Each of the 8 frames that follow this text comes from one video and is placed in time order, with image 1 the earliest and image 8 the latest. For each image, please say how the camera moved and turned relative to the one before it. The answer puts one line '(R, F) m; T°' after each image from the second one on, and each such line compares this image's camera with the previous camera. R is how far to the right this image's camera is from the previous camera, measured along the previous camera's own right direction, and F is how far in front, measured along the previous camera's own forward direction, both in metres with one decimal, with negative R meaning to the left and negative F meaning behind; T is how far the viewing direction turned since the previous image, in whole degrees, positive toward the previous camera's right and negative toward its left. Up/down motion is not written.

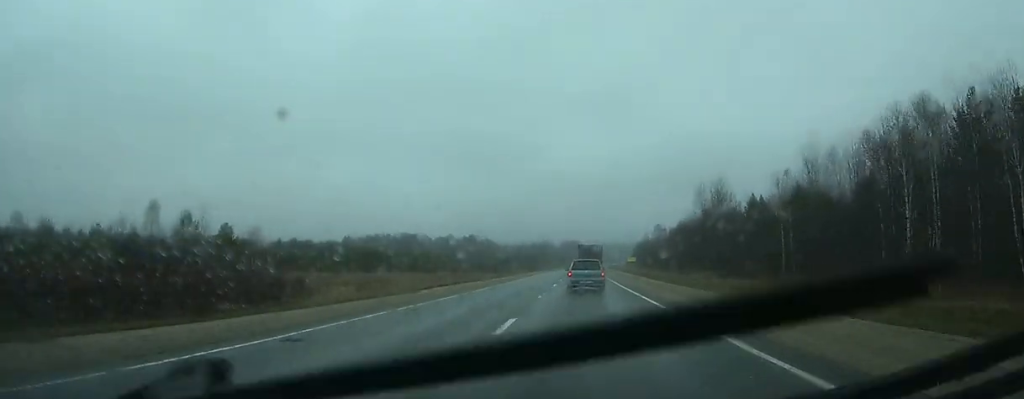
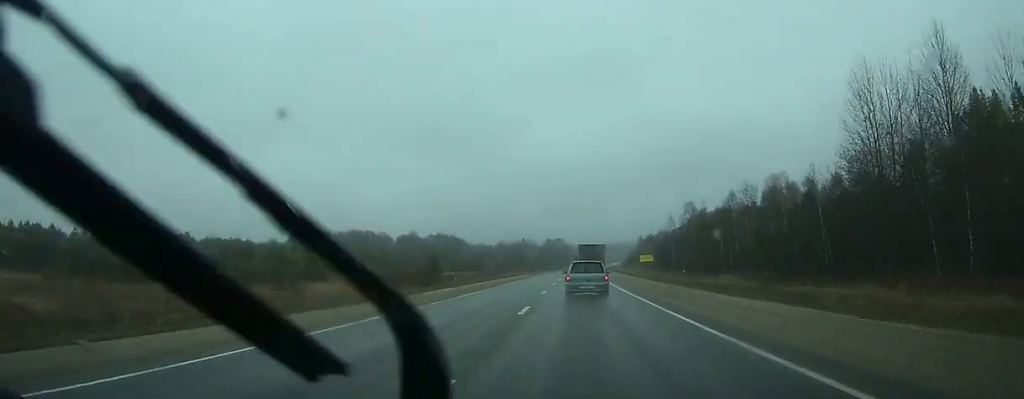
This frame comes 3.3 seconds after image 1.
(+1.0, +77.4) m; +2°
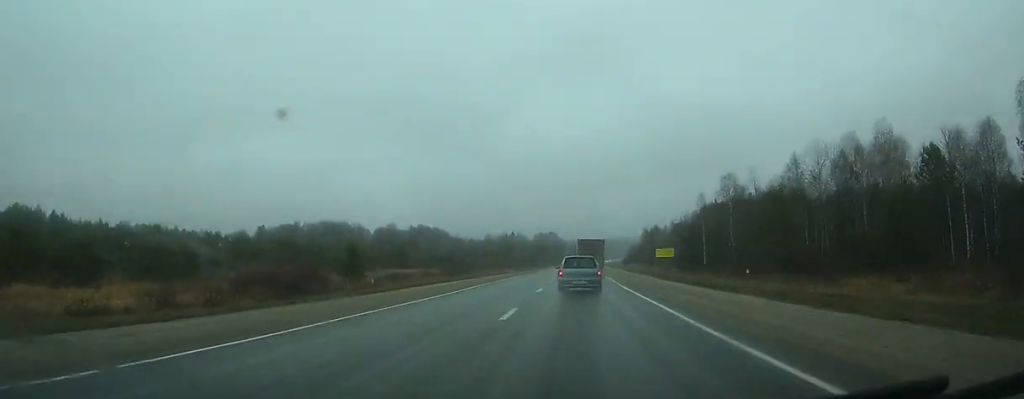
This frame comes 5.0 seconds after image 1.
(+0.3, +38.6) m; +1°
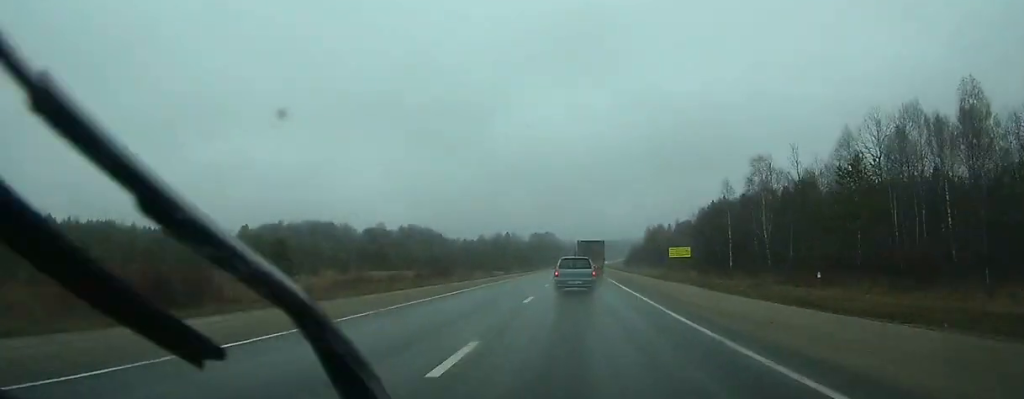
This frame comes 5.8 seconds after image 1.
(+0.1, +18.4) m; 0°
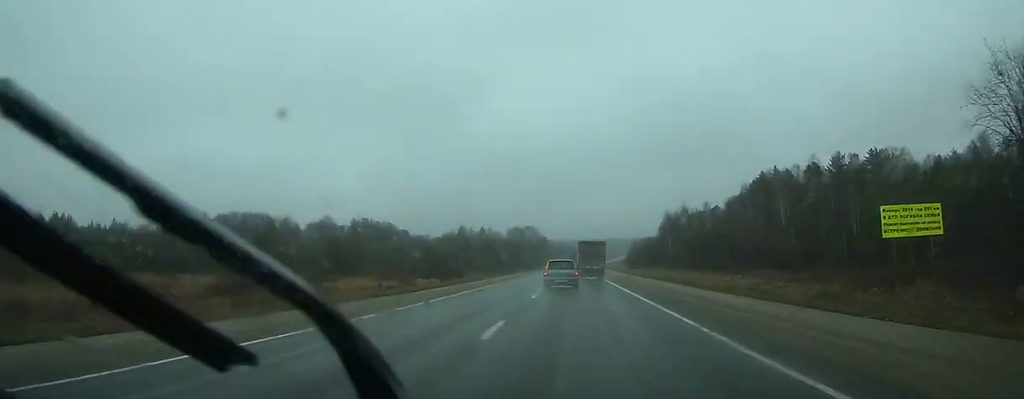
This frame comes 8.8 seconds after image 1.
(+0.6, +69.0) m; +1°
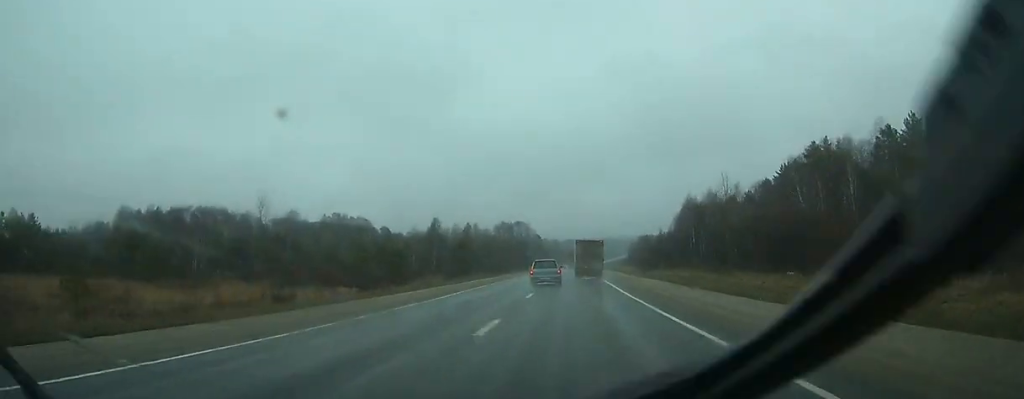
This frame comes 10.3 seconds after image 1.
(+0.1, +35.5) m; 0°
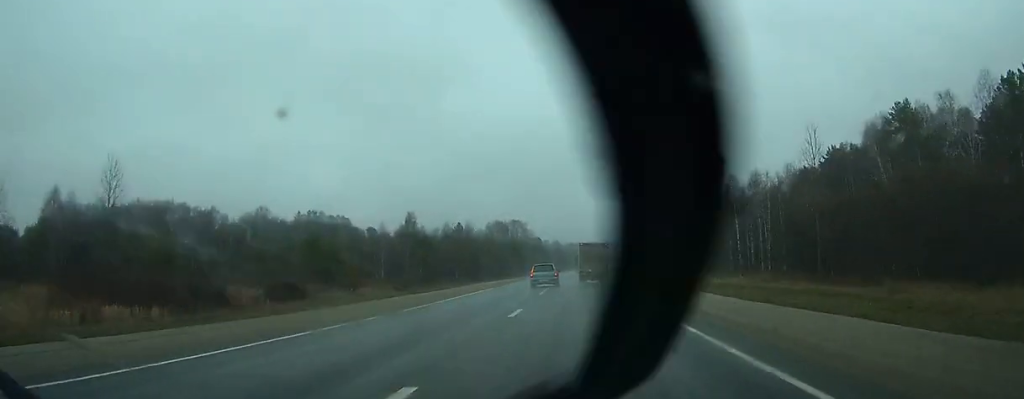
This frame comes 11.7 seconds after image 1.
(-0.1, +31.2) m; 0°
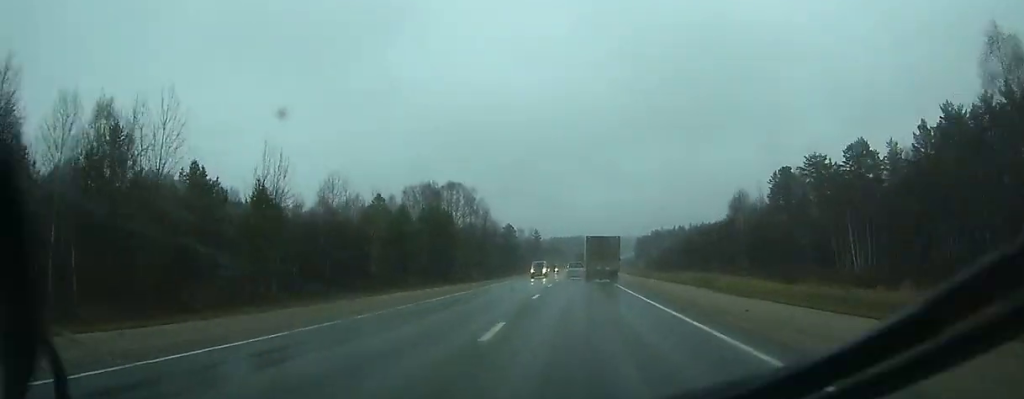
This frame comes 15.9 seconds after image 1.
(+1.3, +100.5) m; +2°
